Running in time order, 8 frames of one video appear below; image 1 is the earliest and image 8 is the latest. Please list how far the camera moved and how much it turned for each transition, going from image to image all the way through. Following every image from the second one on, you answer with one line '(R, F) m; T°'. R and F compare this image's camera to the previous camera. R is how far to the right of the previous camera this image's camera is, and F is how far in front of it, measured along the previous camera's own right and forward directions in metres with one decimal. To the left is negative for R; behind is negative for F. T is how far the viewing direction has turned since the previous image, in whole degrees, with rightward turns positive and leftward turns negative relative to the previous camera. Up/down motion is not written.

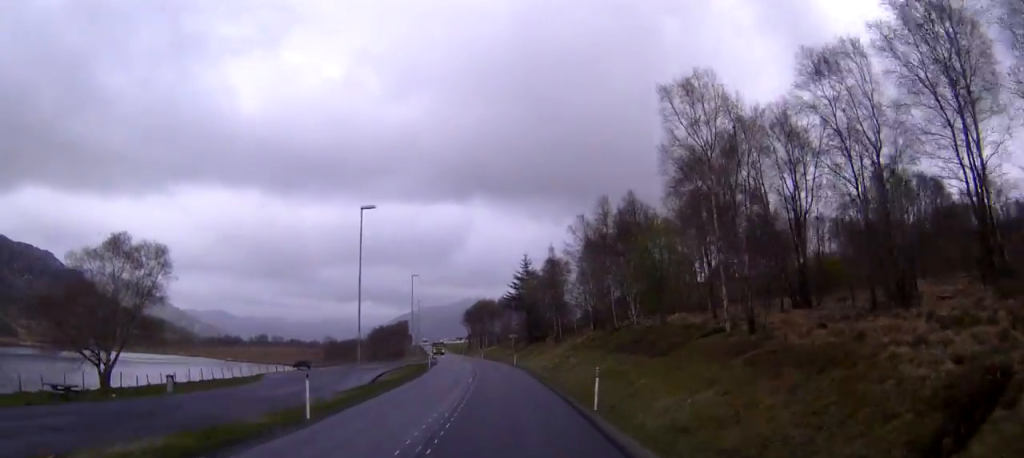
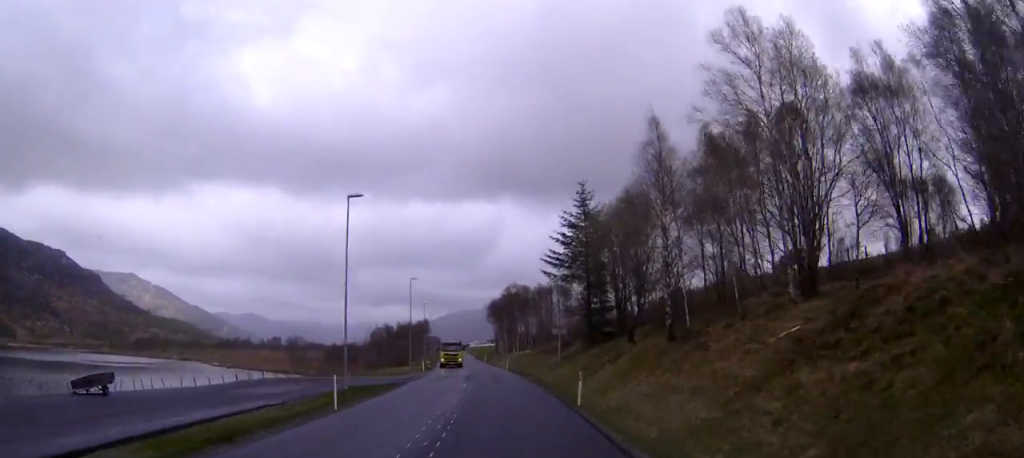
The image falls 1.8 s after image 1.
(-1.0, +45.7) m; -3°
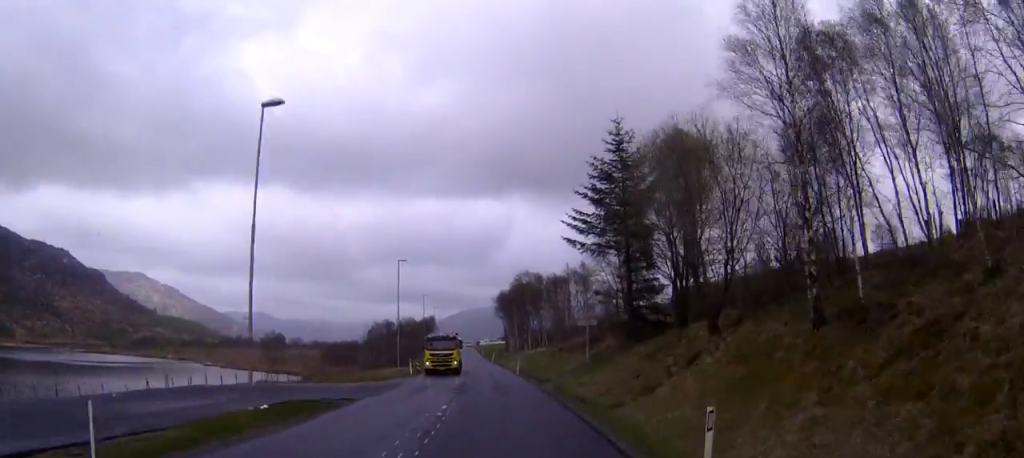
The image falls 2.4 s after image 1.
(0.0, +15.6) m; -1°
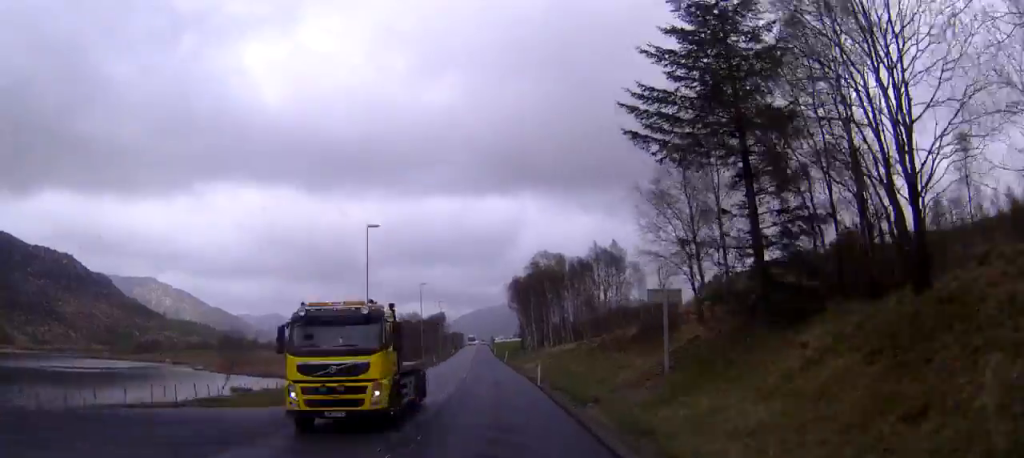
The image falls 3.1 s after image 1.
(-0.4, +19.8) m; -1°
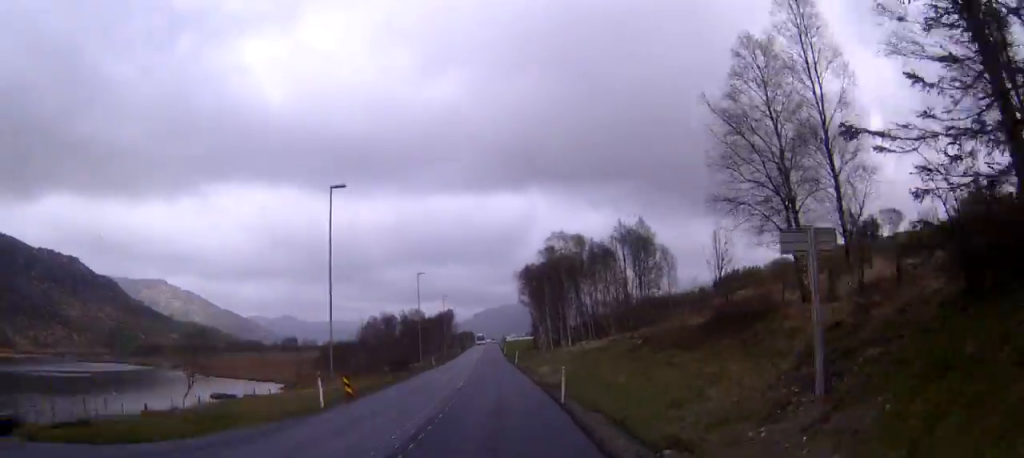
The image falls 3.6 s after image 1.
(-0.1, +12.1) m; 0°
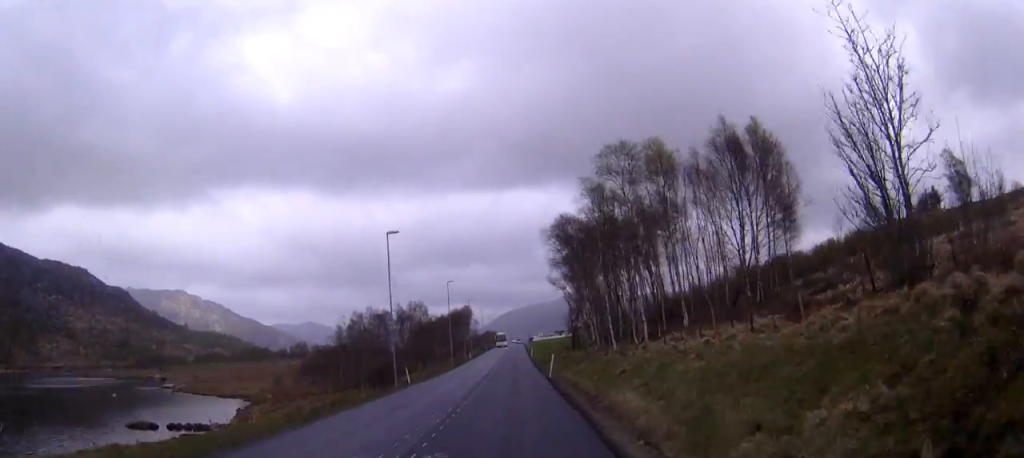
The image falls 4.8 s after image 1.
(0.0, +31.0) m; 0°
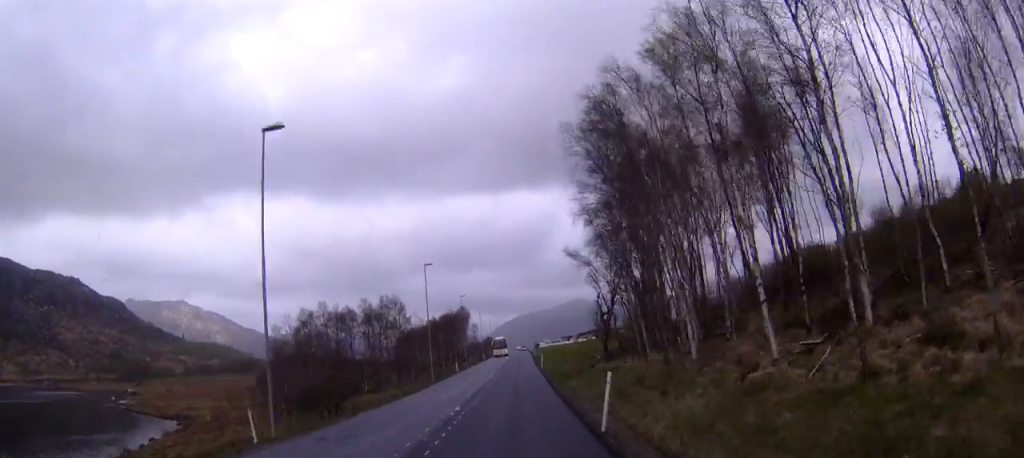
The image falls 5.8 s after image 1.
(0.0, +25.8) m; 0°
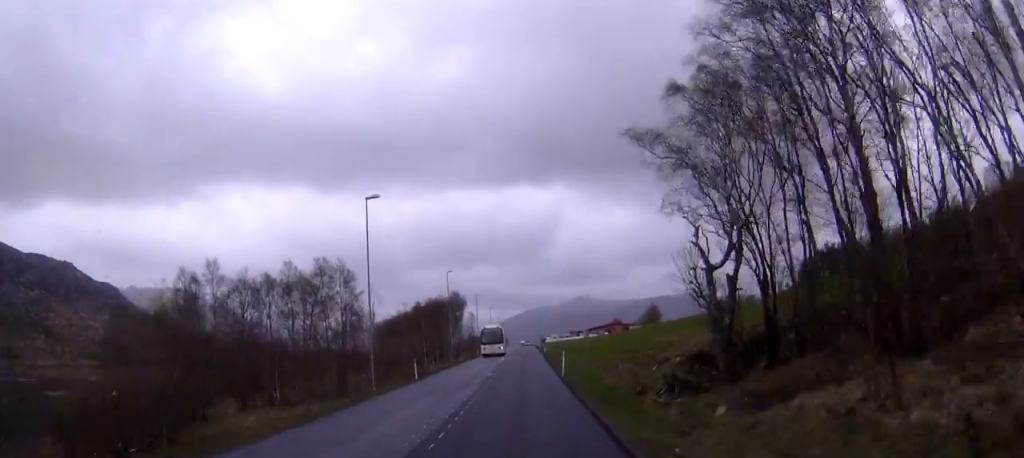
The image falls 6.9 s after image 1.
(-0.2, +29.3) m; 0°
